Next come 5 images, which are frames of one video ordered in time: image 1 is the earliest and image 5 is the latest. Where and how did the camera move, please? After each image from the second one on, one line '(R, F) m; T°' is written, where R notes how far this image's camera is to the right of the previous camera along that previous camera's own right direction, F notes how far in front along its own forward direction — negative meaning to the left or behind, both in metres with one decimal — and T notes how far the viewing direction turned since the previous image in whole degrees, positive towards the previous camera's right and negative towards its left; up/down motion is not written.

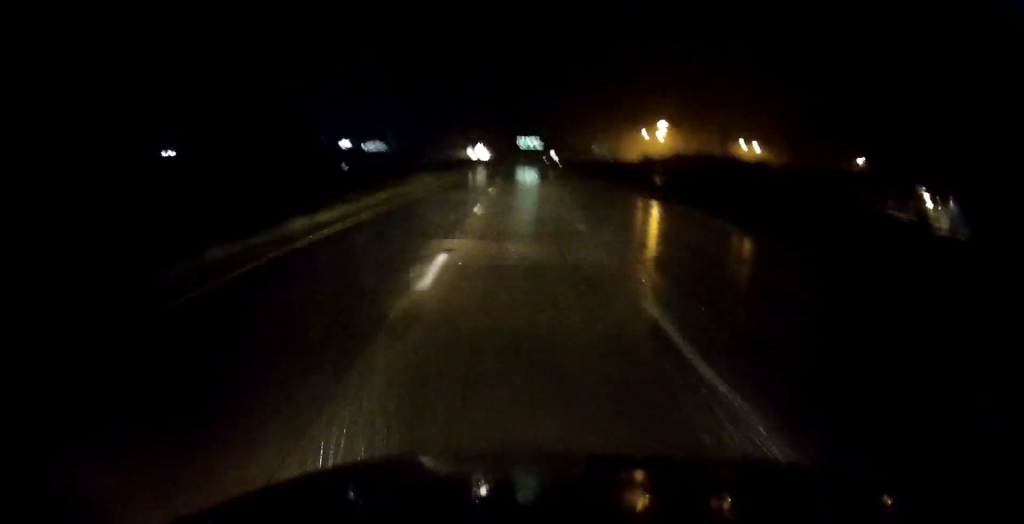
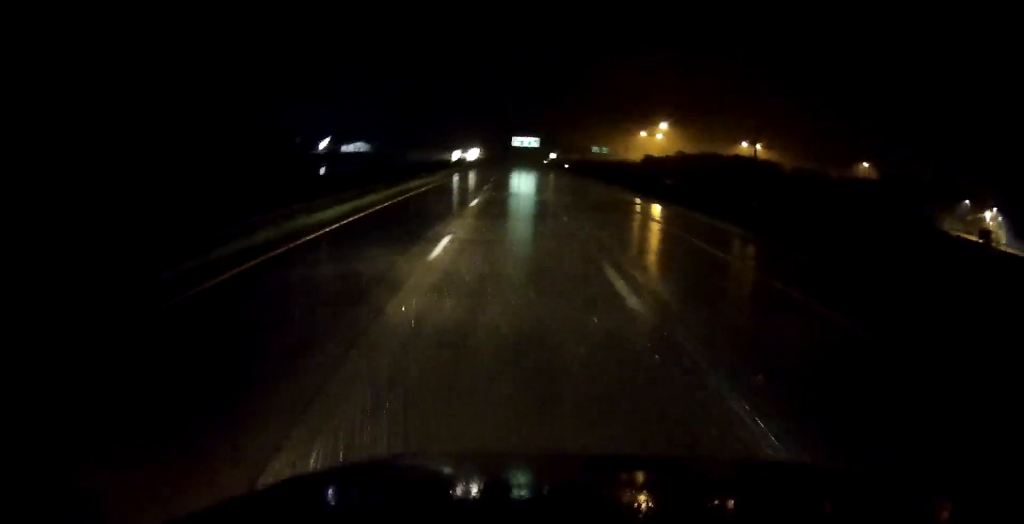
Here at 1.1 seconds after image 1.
(+0.2, +34.2) m; +1°
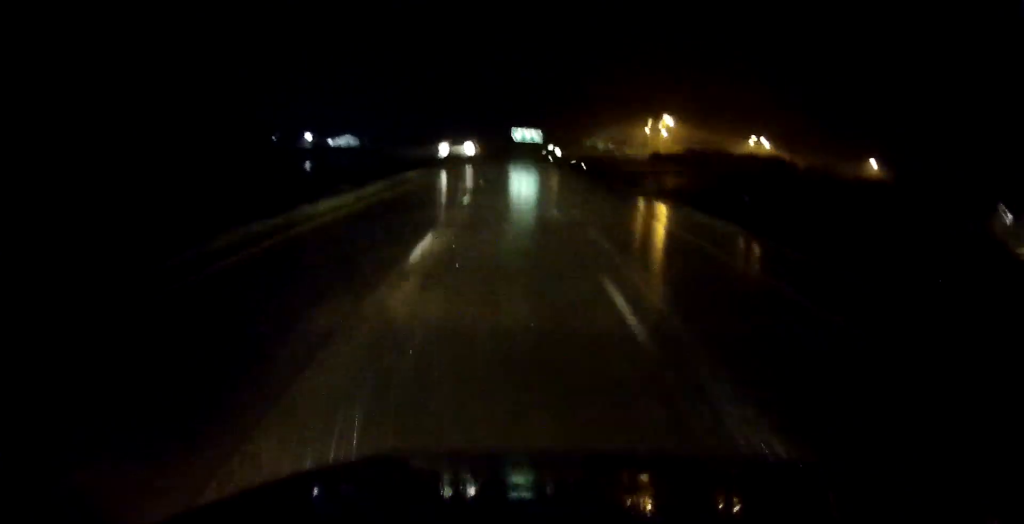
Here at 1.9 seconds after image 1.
(+0.2, +25.6) m; 0°
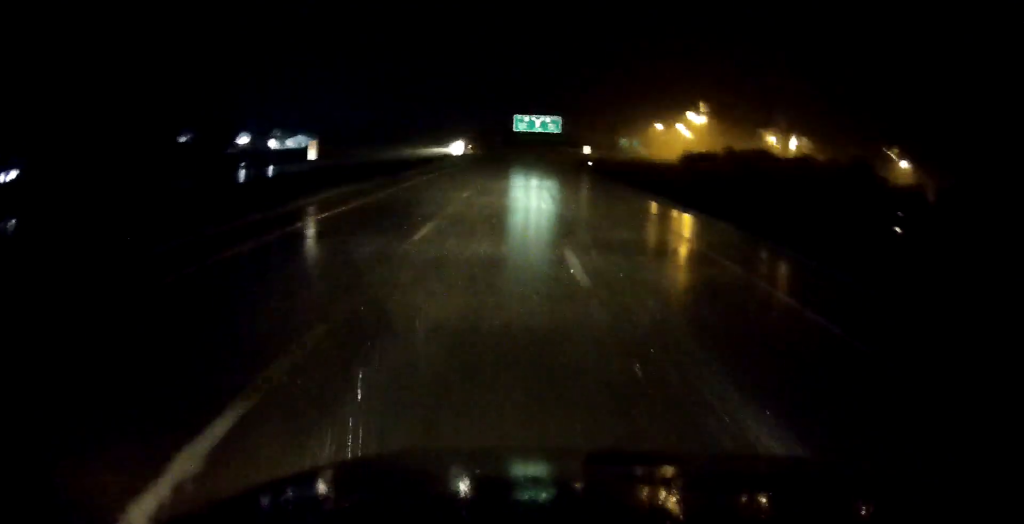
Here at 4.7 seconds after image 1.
(-1.4, +83.7) m; -1°
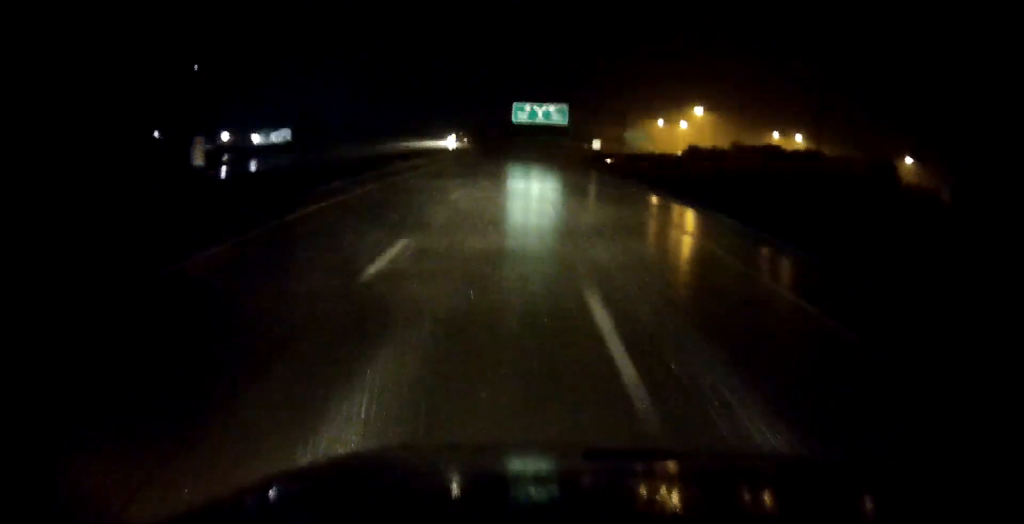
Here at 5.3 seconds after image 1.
(0.0, +16.9) m; +1°
